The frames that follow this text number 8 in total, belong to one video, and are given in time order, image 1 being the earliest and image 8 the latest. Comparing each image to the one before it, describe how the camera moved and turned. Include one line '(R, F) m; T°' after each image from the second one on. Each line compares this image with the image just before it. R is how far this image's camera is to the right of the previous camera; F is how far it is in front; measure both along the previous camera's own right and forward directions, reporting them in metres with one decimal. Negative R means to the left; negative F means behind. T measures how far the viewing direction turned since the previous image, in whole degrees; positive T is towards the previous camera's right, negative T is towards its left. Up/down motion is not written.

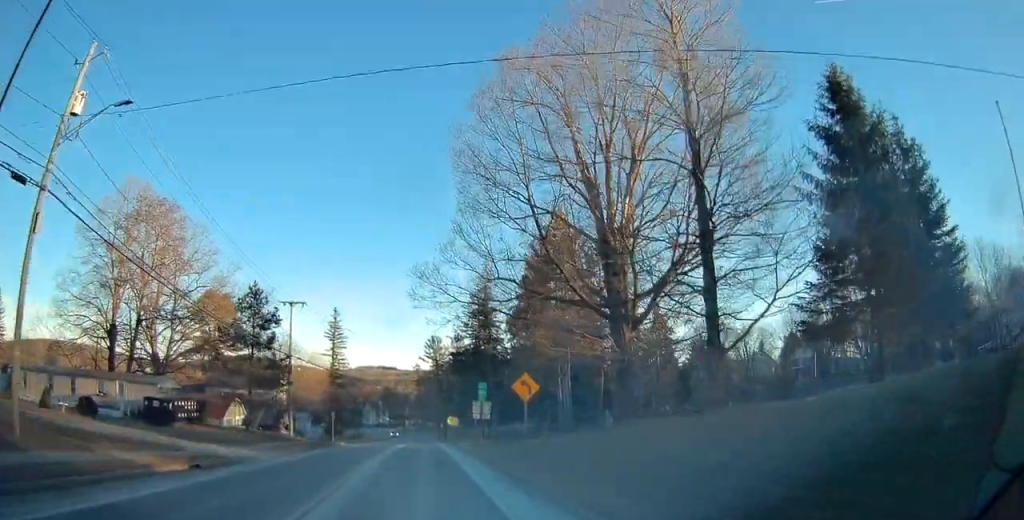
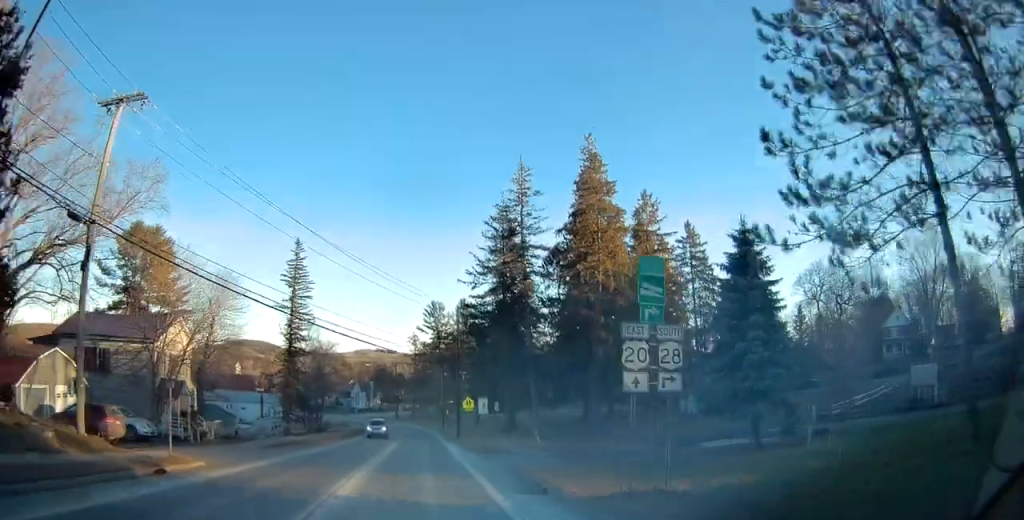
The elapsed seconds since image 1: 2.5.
(+0.5, +32.6) m; +1°
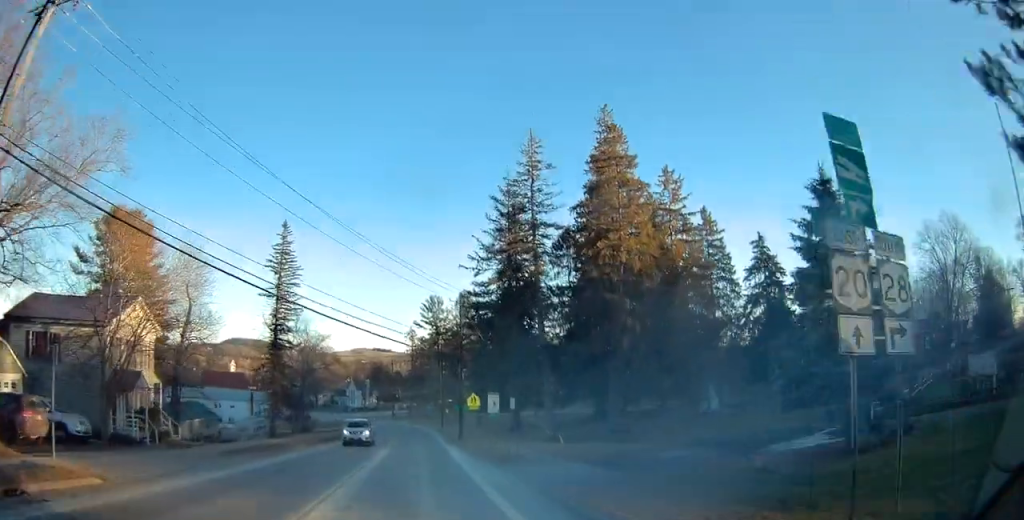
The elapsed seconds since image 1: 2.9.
(0.0, +6.3) m; 0°
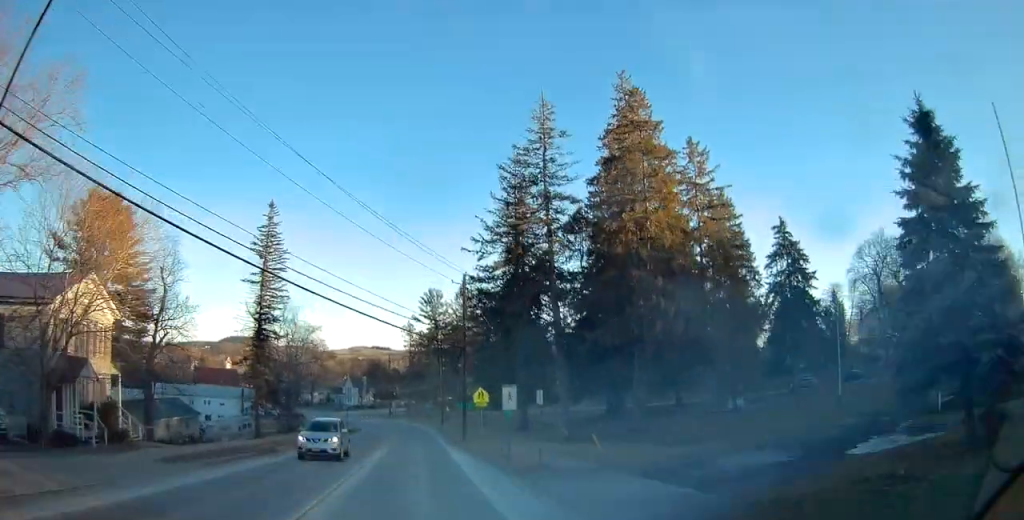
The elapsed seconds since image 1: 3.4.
(-0.1, +6.0) m; 0°
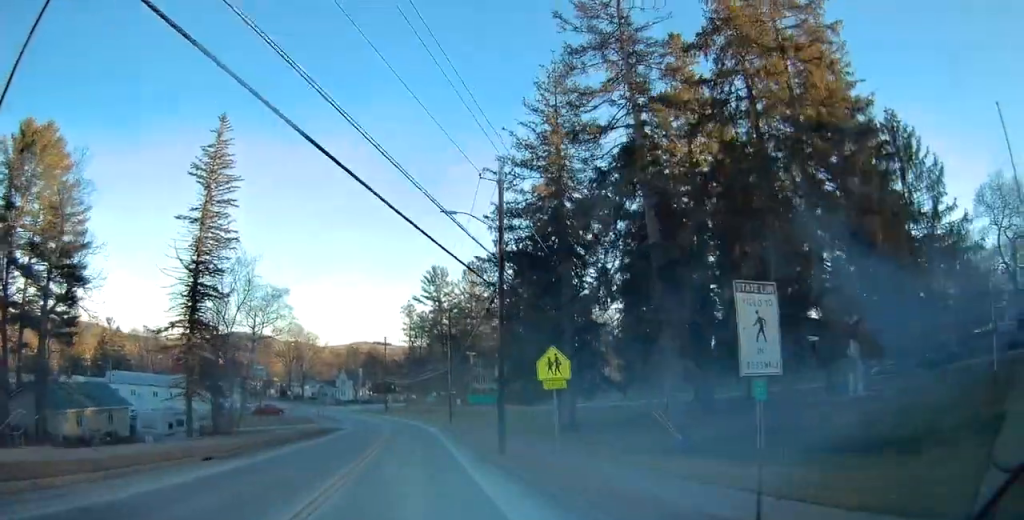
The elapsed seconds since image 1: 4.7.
(+0.3, +18.2) m; +1°
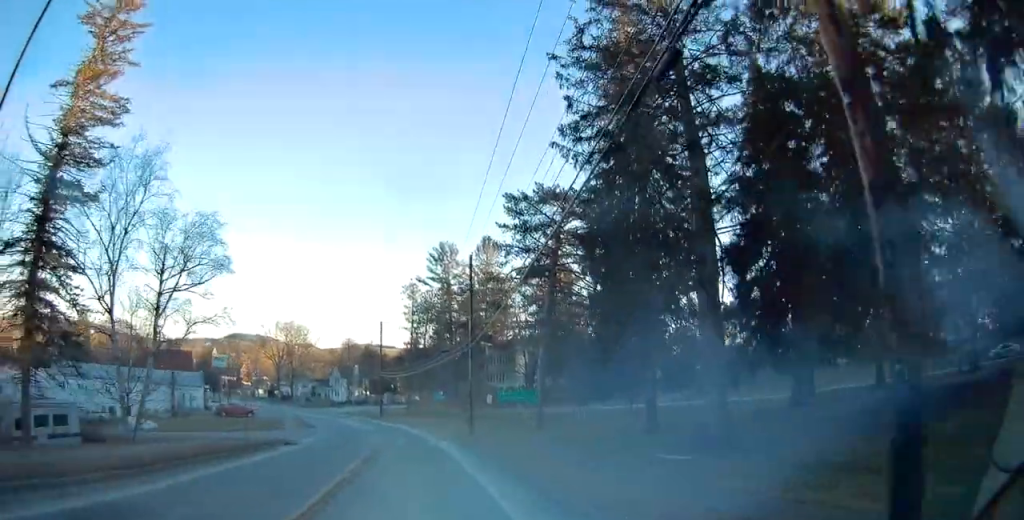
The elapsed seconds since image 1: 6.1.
(-0.2, +19.7) m; 0°
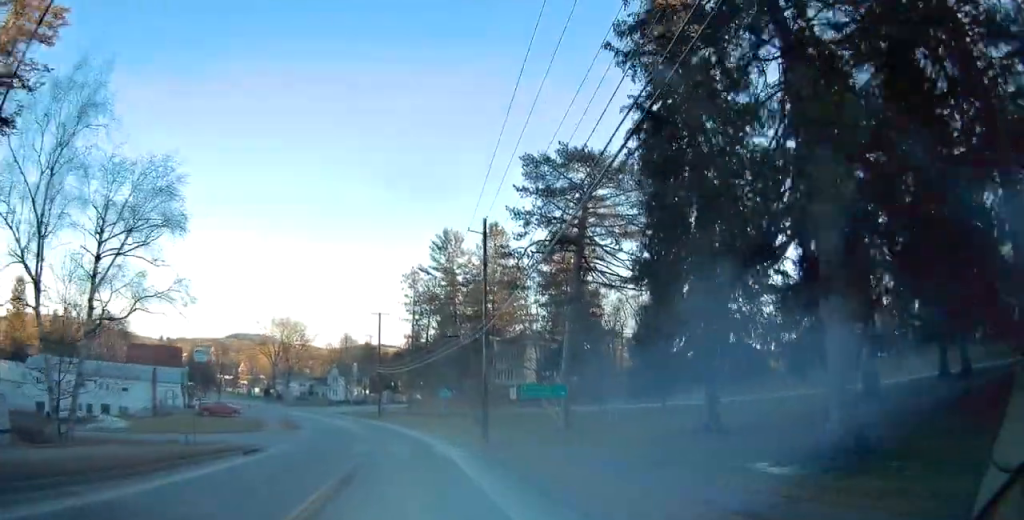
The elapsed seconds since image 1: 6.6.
(+0.1, +7.5) m; 0°
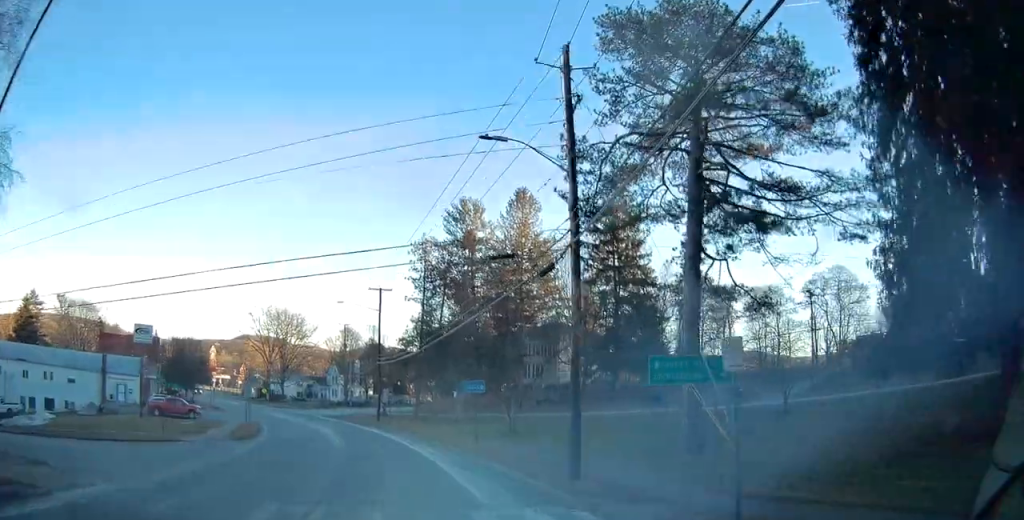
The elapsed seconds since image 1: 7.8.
(-0.3, +16.8) m; -2°
